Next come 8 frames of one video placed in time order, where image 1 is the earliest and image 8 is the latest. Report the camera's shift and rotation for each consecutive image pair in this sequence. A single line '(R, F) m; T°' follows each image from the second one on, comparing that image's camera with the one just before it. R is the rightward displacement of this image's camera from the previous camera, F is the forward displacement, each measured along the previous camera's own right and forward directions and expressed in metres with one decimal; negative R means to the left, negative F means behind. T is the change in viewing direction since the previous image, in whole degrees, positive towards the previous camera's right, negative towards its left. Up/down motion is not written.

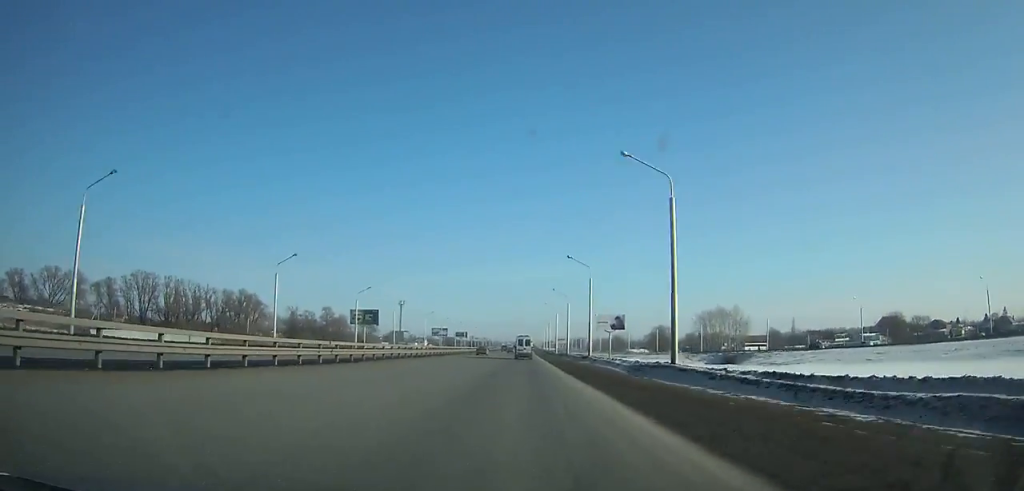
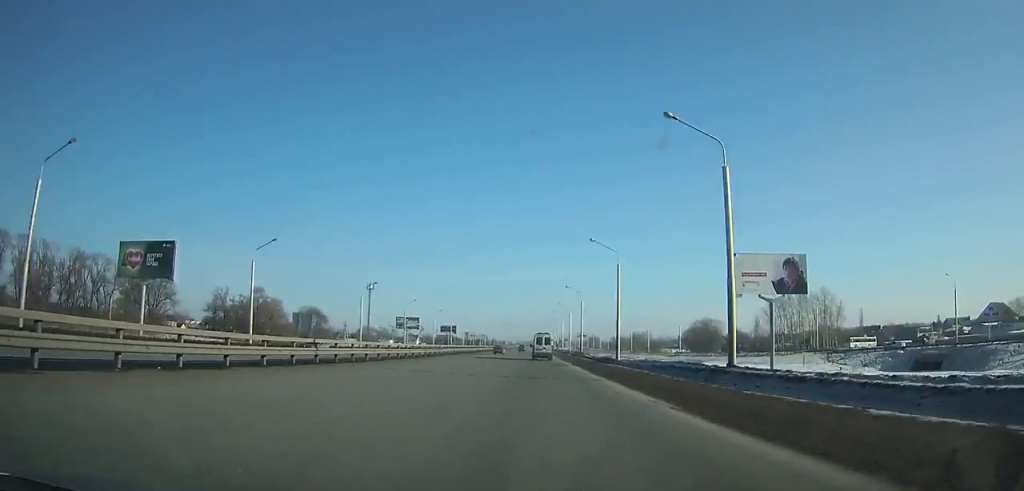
(-0.1, +73.2) m; 0°
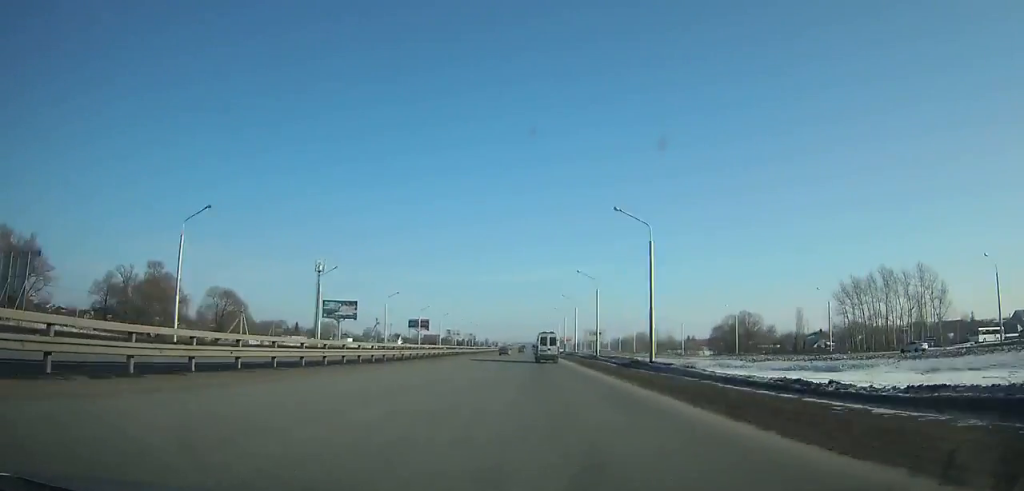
(0.0, +52.3) m; 0°
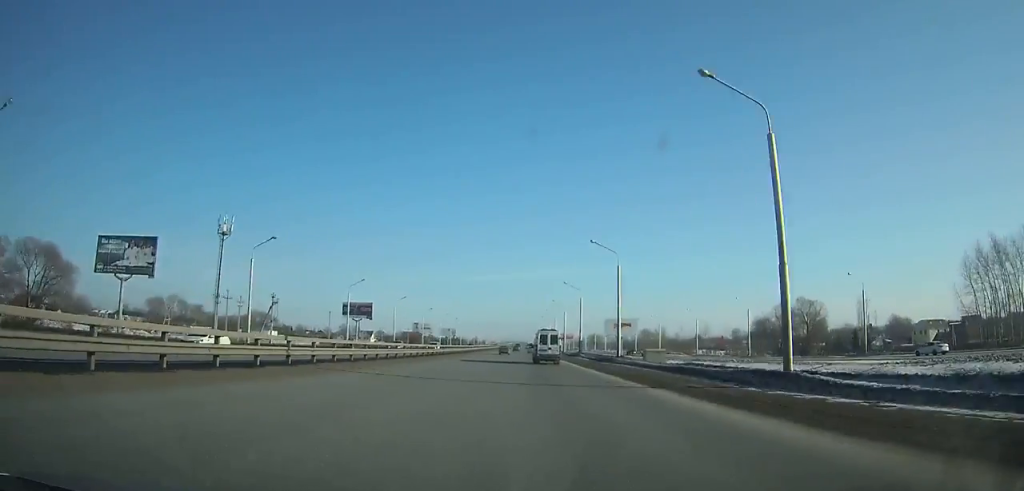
(+0.4, +54.2) m; 0°
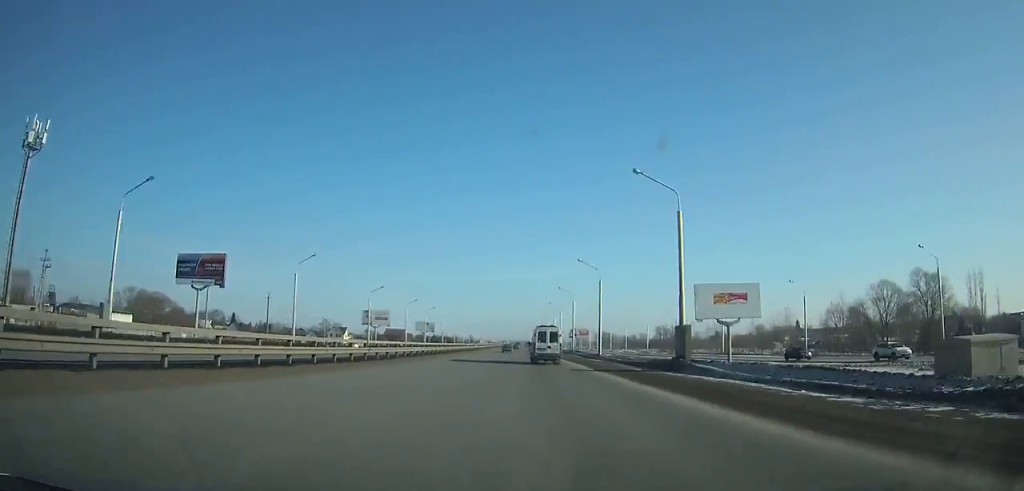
(+0.1, +56.2) m; 0°
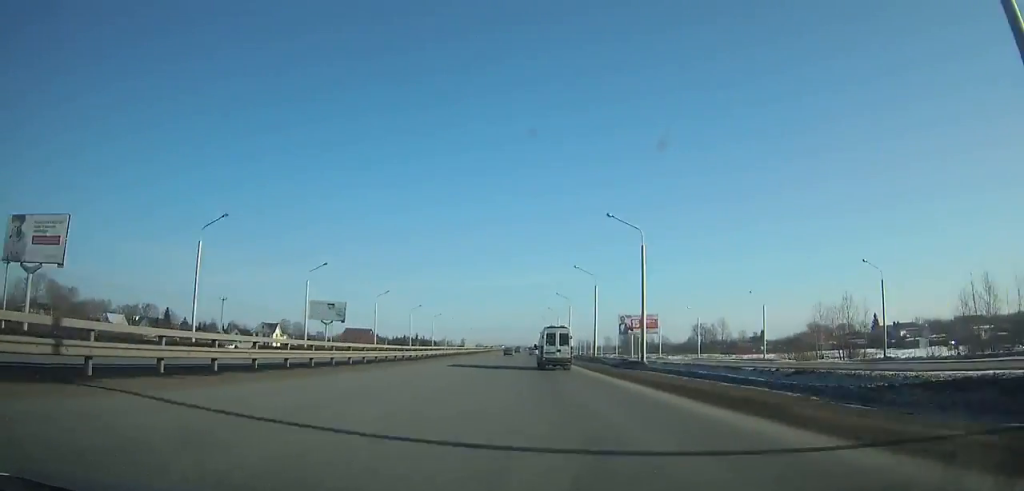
(-0.2, +93.0) m; 0°
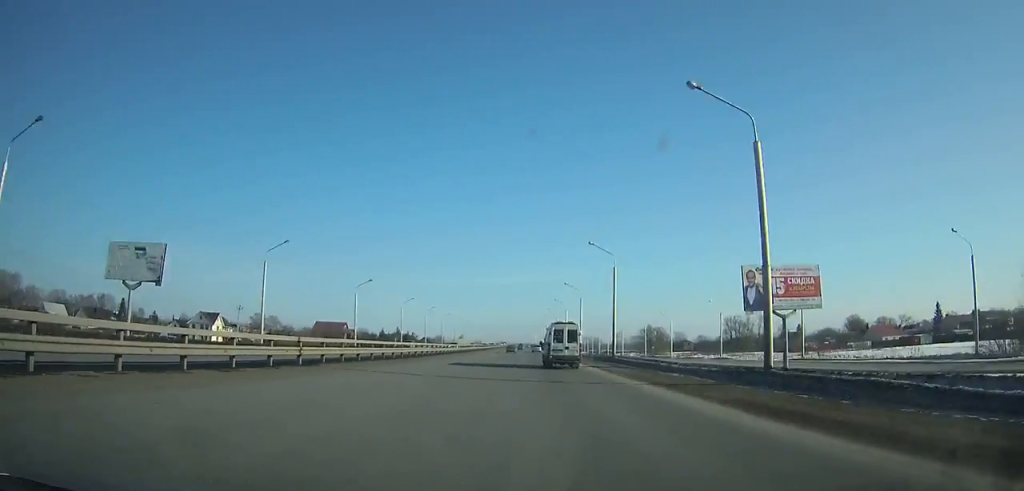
(0.0, +49.7) m; 0°
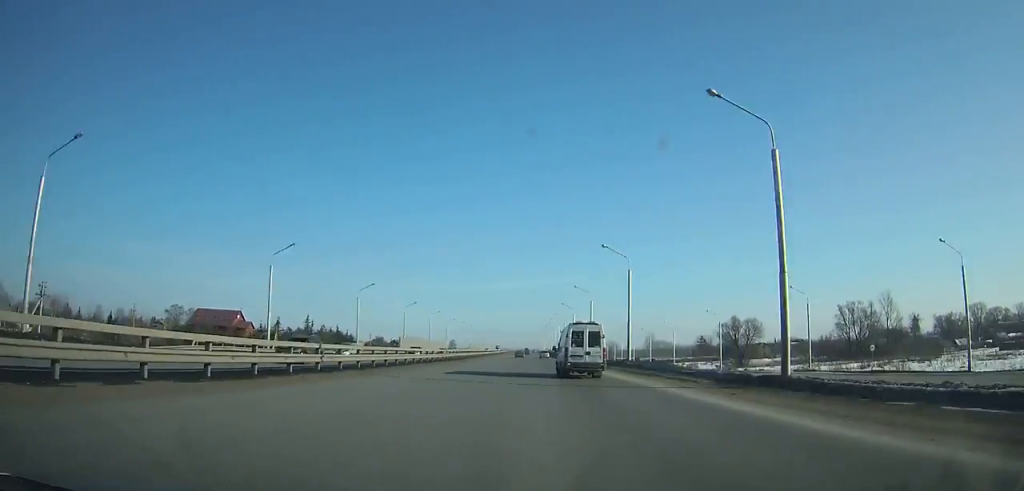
(+0.2, +103.9) m; 0°
